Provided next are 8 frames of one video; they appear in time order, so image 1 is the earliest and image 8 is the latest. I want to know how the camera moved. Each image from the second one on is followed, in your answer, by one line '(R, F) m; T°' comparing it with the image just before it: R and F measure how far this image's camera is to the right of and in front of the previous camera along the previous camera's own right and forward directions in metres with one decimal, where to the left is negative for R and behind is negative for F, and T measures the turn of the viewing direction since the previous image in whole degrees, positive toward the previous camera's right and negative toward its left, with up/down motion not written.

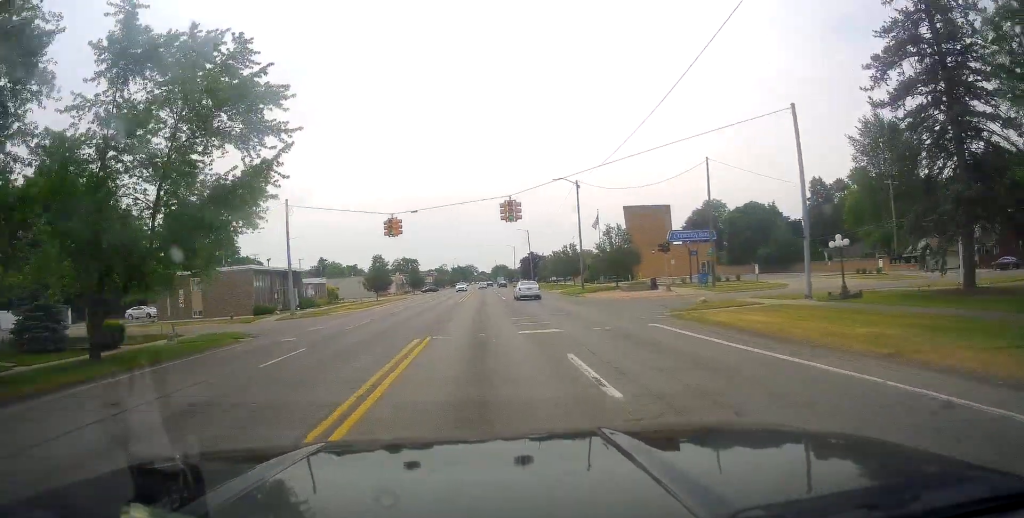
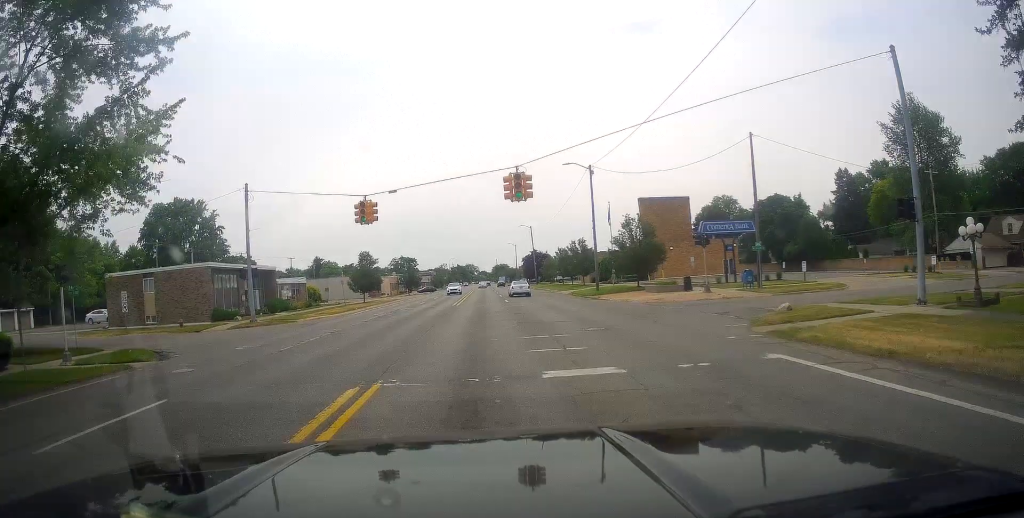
(-0.2, +9.8) m; -3°
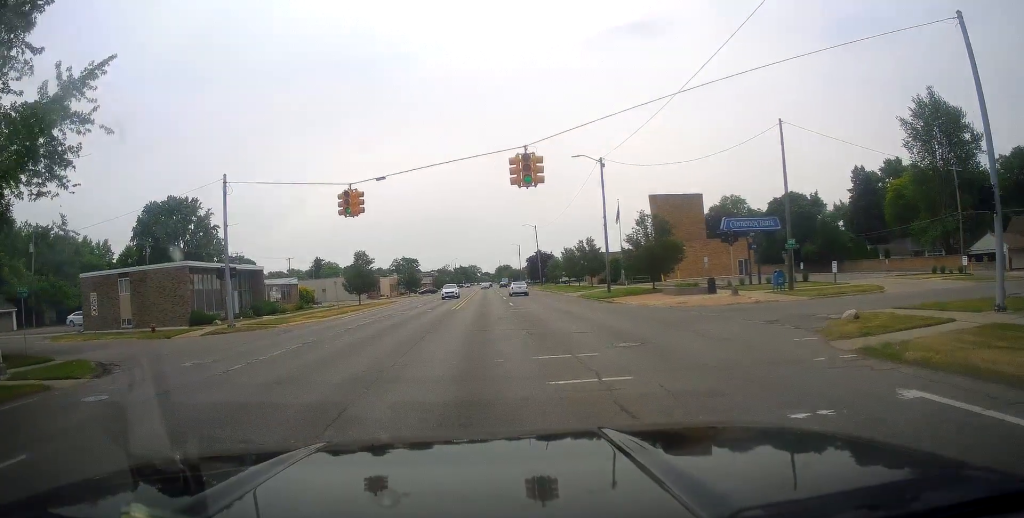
(-0.1, +4.9) m; -1°
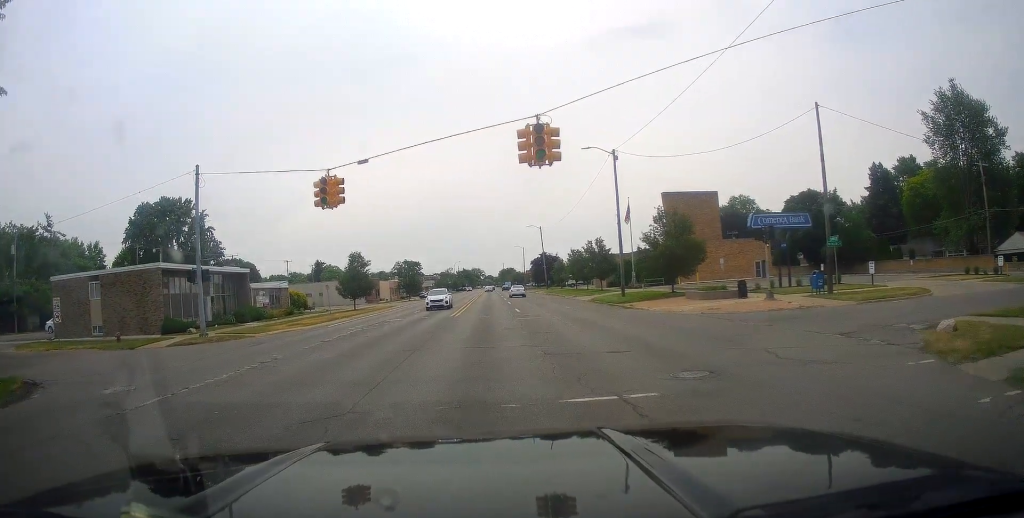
(-0.3, +5.4) m; +4°
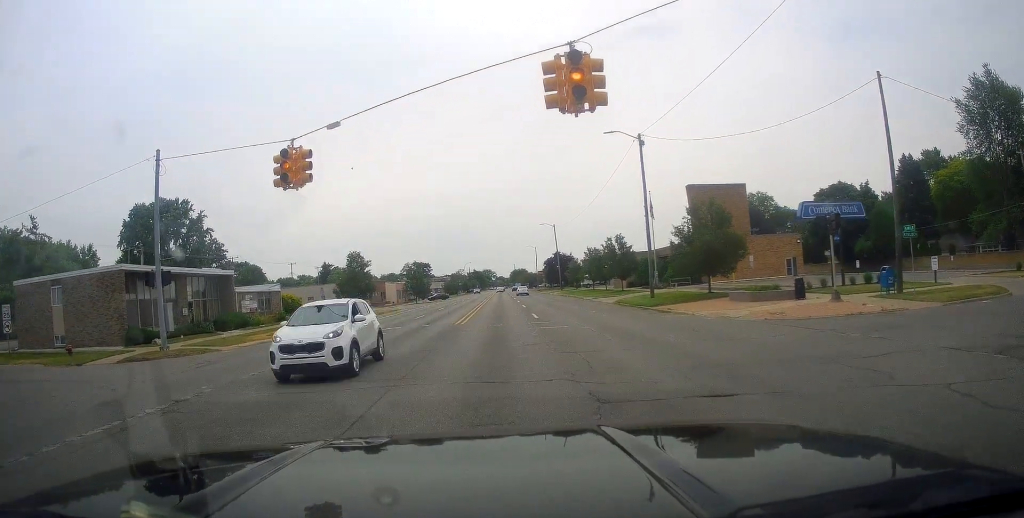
(+0.5, +5.8) m; -6°
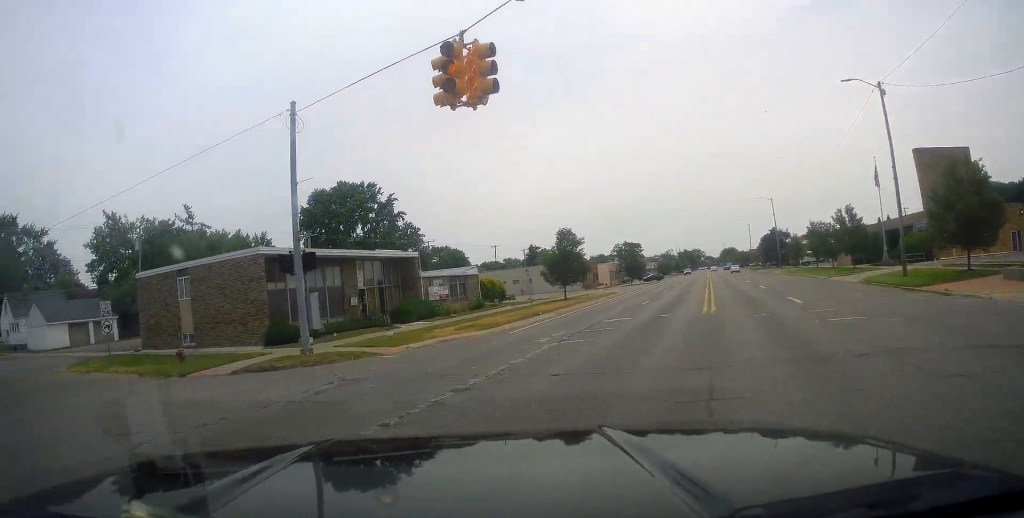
(-0.8, +5.8) m; -21°
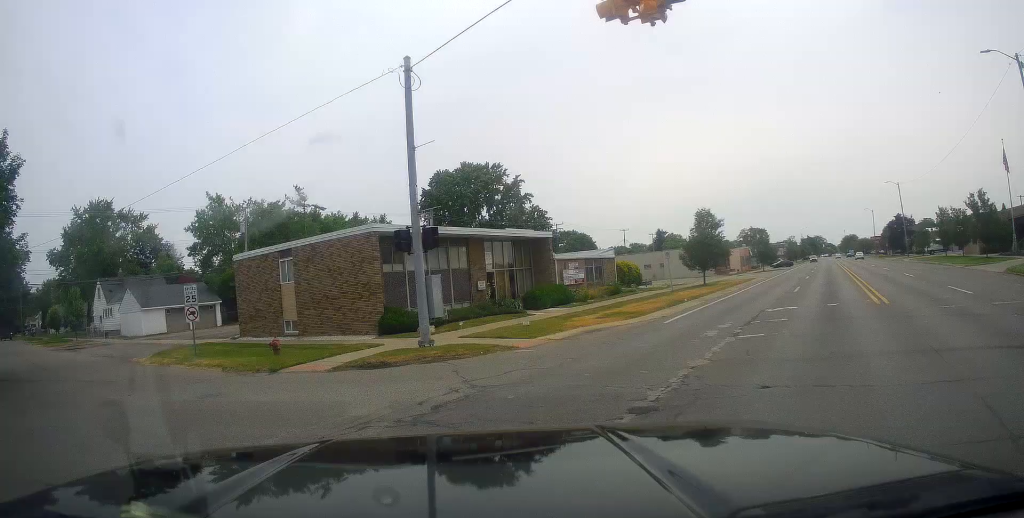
(-0.5, +2.8) m; -13°
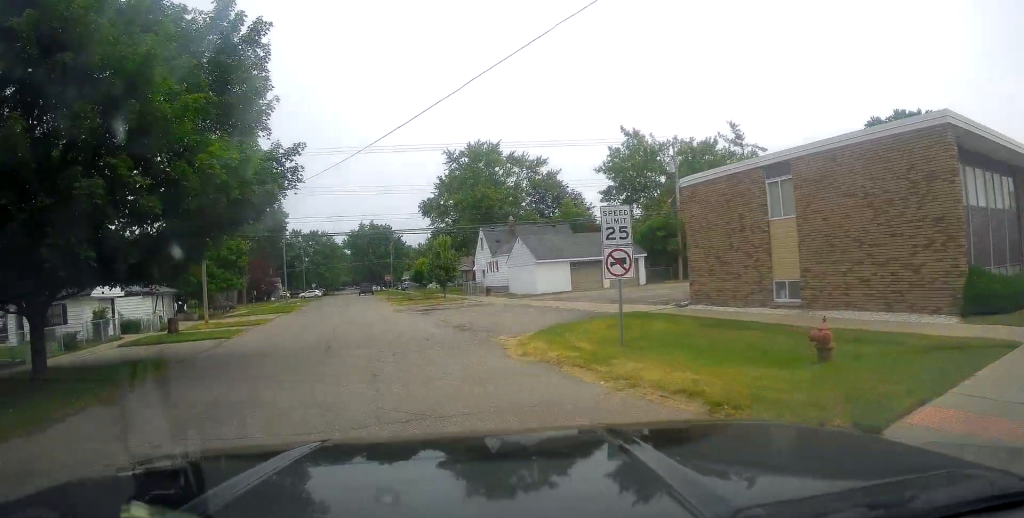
(-3.6, +9.9) m; -33°
